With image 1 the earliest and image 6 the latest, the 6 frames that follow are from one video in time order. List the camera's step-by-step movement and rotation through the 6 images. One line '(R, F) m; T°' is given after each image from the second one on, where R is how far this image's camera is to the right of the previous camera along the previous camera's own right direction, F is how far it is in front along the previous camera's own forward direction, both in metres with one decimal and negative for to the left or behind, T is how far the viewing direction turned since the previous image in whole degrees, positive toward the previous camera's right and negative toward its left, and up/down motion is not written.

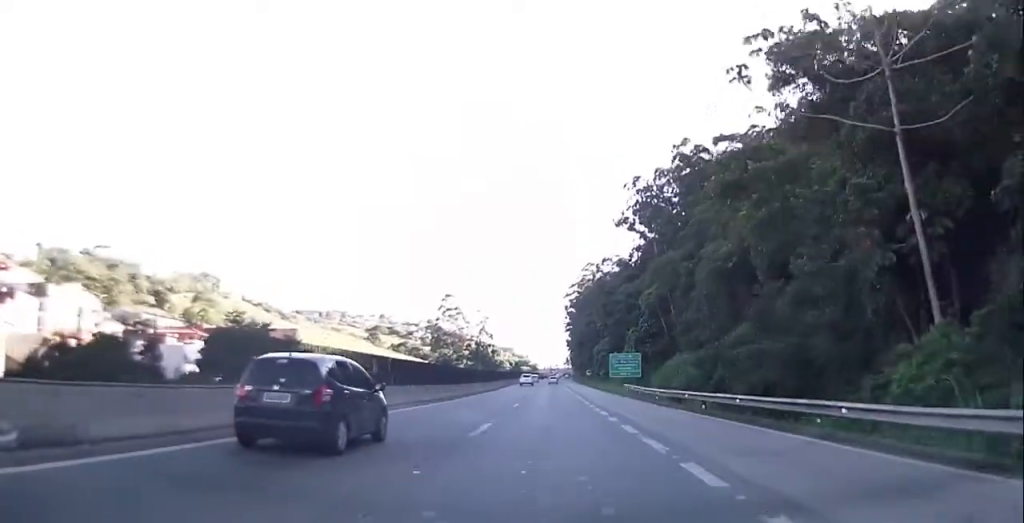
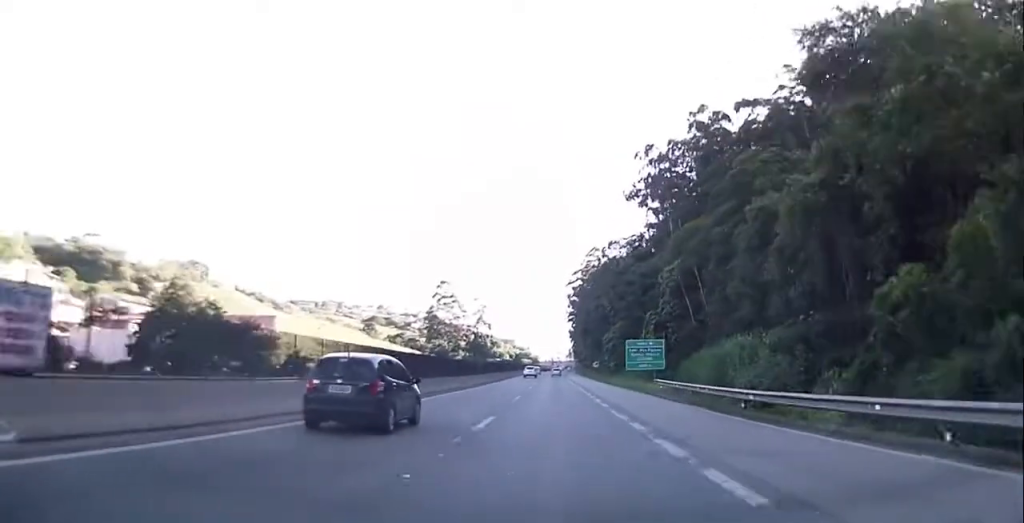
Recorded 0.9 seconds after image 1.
(-0.3, +17.6) m; 0°
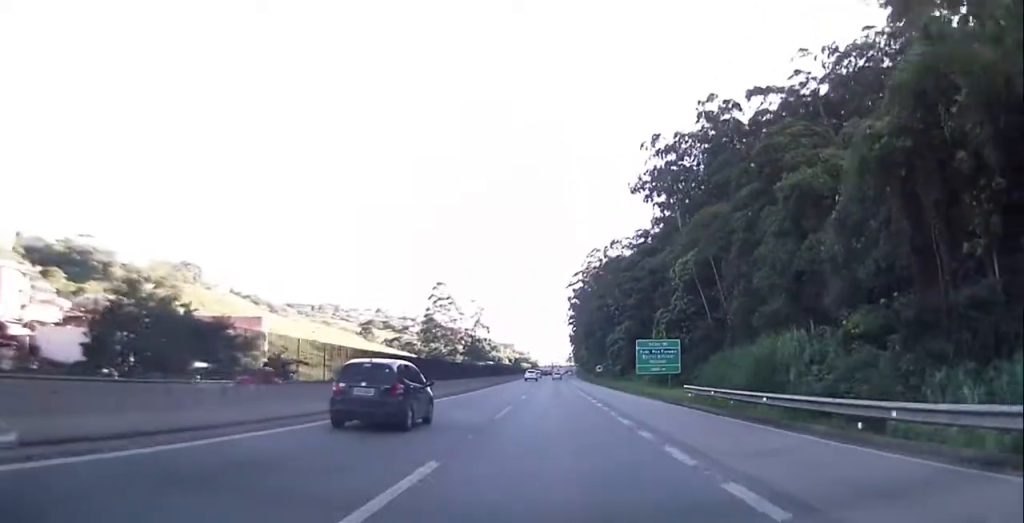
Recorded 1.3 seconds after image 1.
(-0.1, +8.7) m; 0°
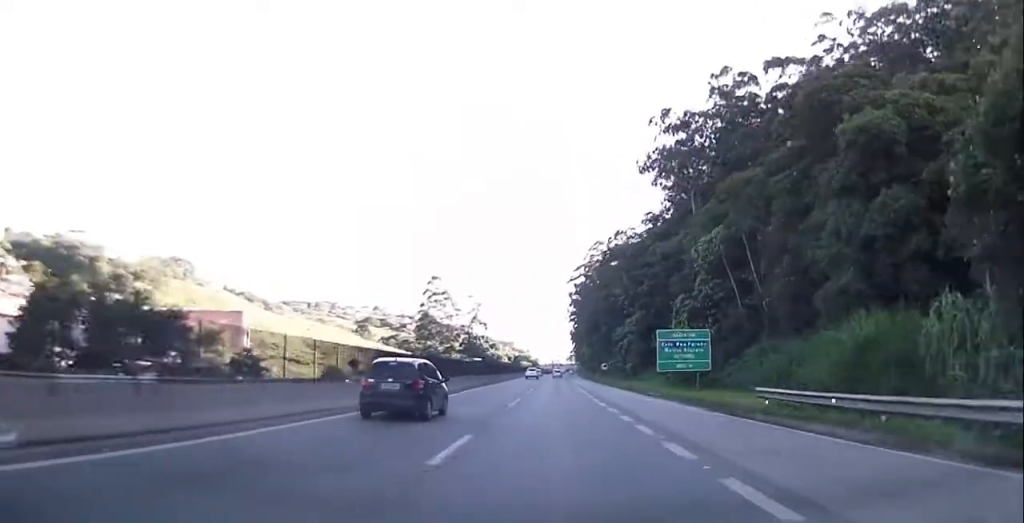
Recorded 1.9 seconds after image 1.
(+0.3, +12.0) m; +1°
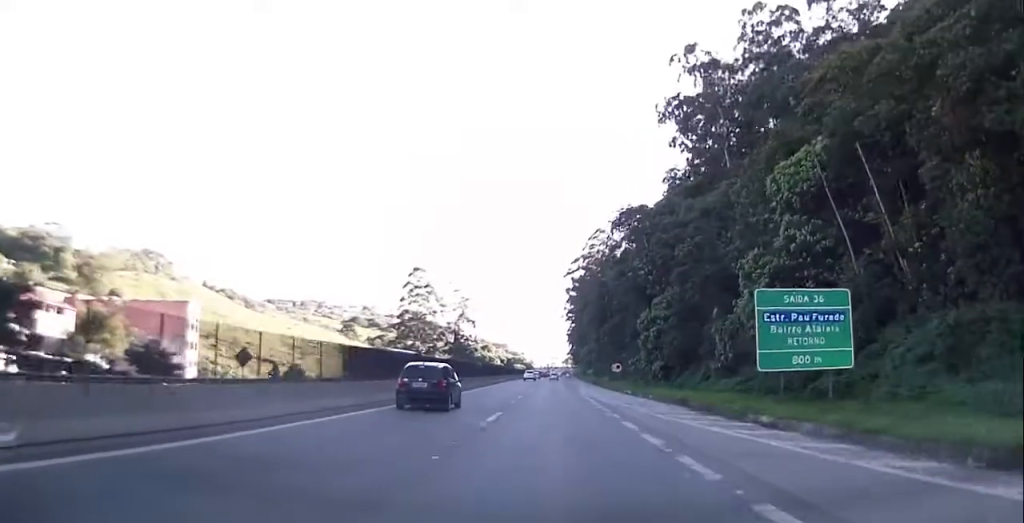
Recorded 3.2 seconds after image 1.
(+0.2, +25.4) m; 0°
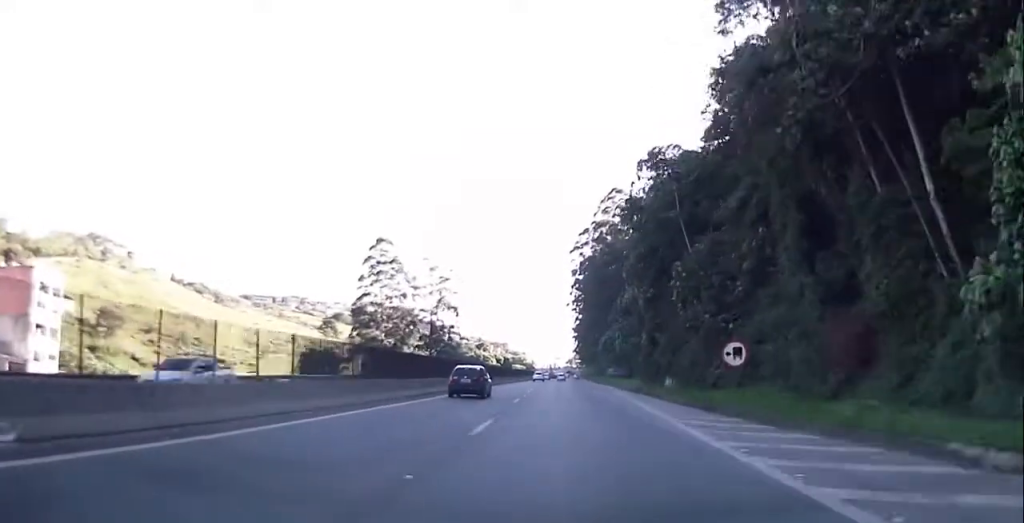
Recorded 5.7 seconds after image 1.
(0.0, +50.0) m; -1°
